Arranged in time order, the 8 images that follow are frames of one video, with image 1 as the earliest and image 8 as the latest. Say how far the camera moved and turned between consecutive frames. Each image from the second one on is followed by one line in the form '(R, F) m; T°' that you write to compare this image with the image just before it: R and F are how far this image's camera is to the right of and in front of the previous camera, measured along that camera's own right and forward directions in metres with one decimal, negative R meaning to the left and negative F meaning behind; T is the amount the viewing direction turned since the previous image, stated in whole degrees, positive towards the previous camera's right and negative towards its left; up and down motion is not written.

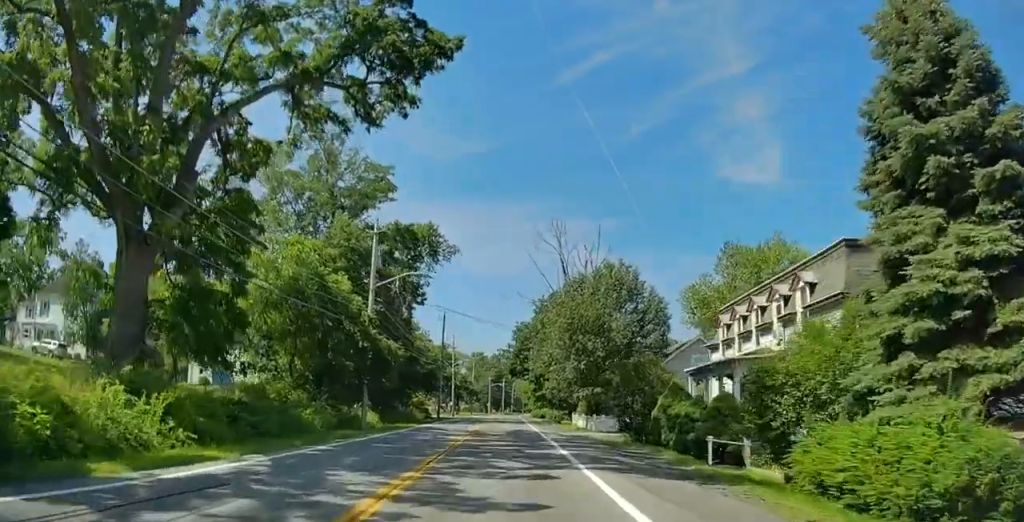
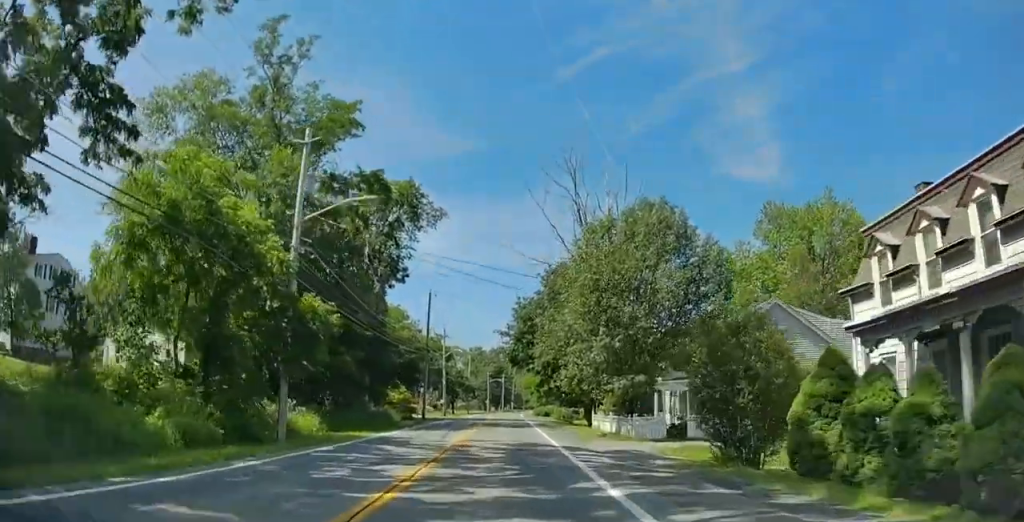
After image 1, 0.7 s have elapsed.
(-0.2, +12.9) m; -1°
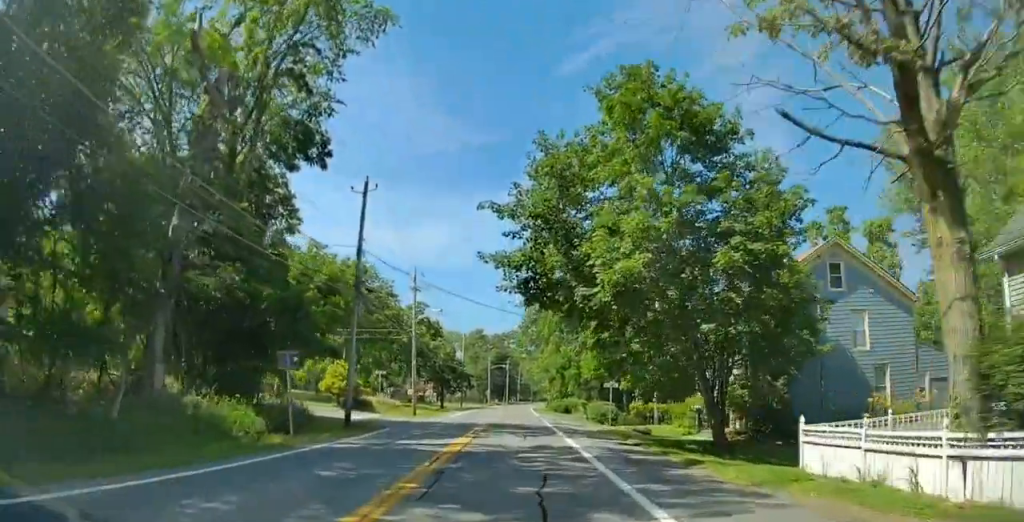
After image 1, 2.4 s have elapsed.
(-0.1, +31.4) m; +2°
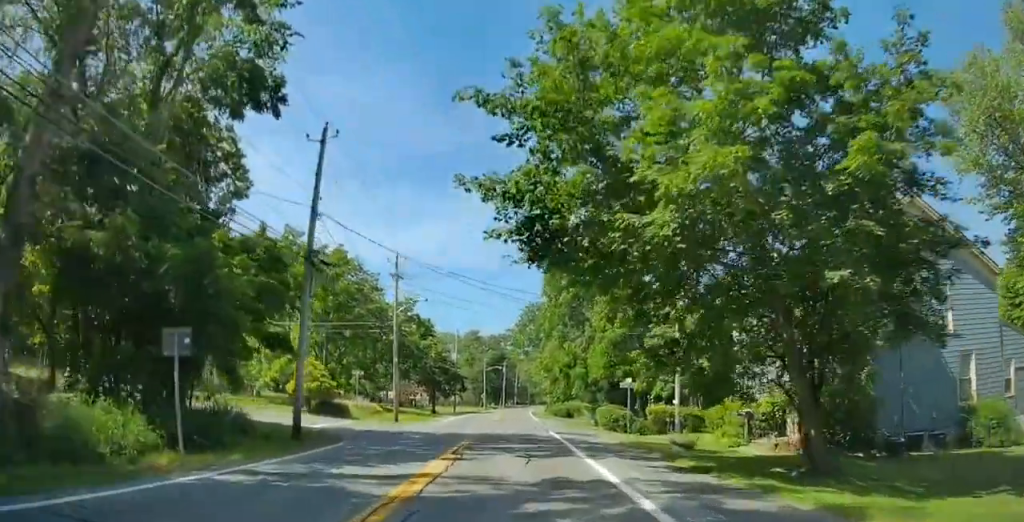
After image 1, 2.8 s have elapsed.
(-0.1, +7.3) m; +2°
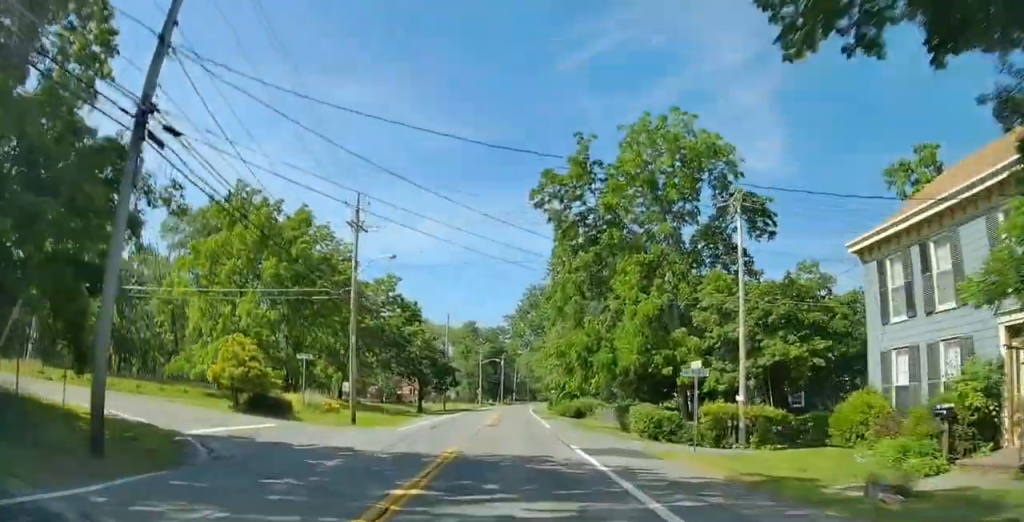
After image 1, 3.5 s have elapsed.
(+0.4, +12.4) m; -1°
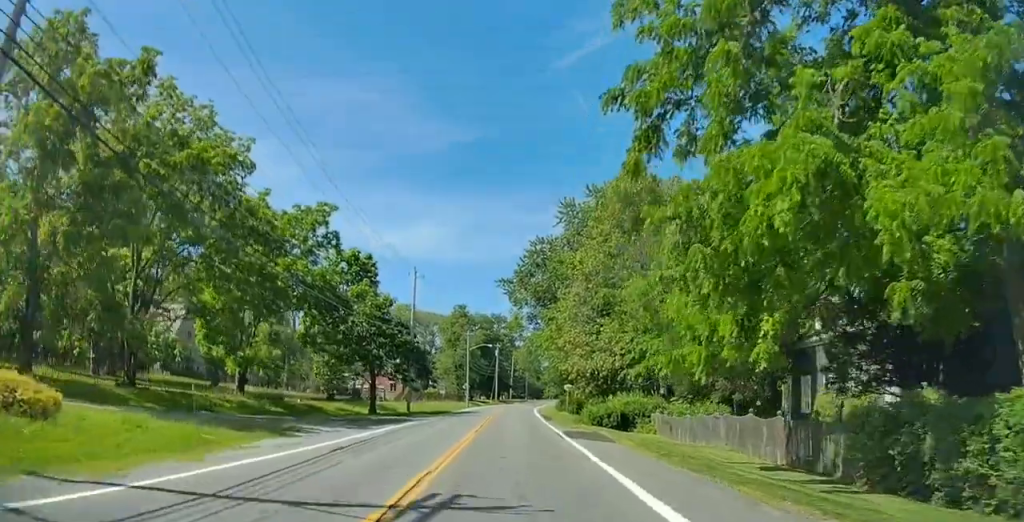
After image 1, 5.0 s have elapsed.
(-2.3, +25.7) m; -7°
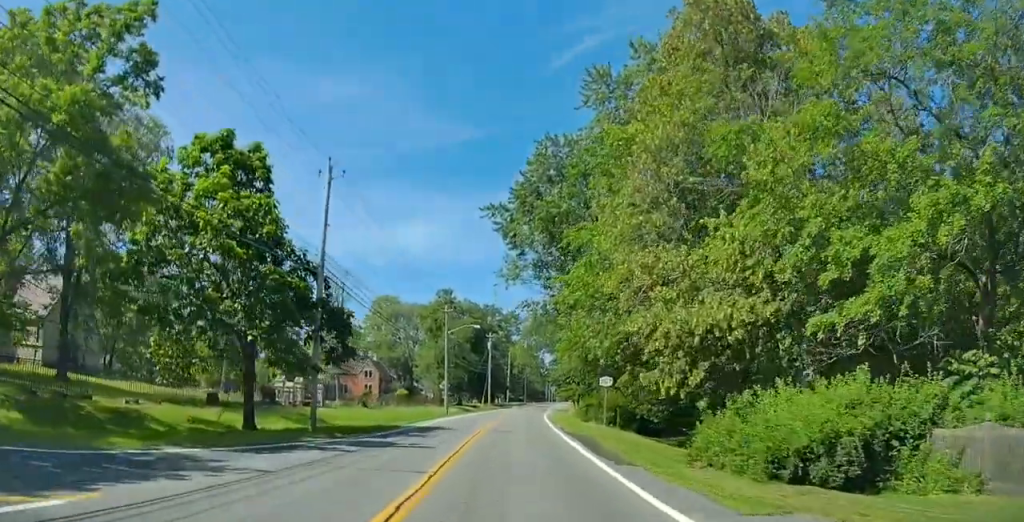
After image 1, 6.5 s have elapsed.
(+2.2, +25.6) m; +6°
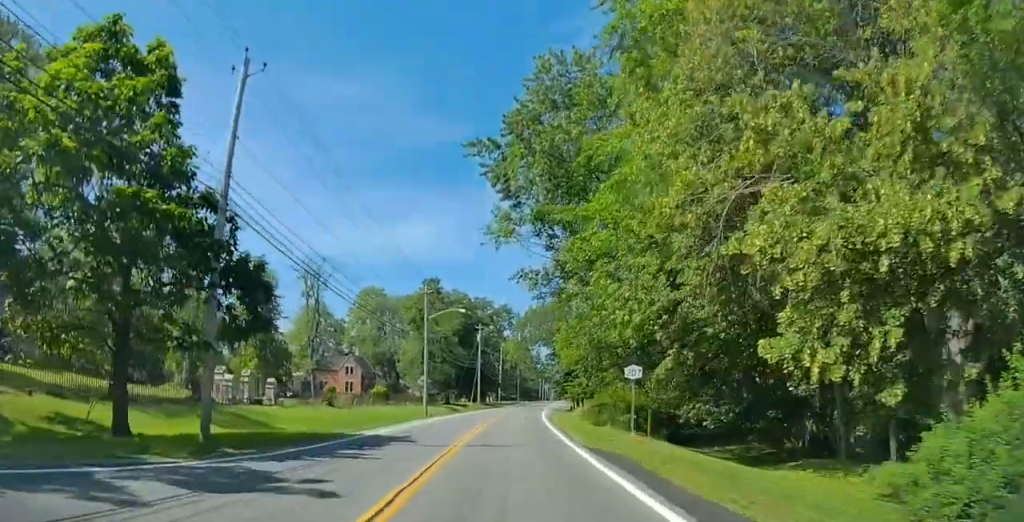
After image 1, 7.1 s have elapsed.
(0.0, +9.5) m; +1°
